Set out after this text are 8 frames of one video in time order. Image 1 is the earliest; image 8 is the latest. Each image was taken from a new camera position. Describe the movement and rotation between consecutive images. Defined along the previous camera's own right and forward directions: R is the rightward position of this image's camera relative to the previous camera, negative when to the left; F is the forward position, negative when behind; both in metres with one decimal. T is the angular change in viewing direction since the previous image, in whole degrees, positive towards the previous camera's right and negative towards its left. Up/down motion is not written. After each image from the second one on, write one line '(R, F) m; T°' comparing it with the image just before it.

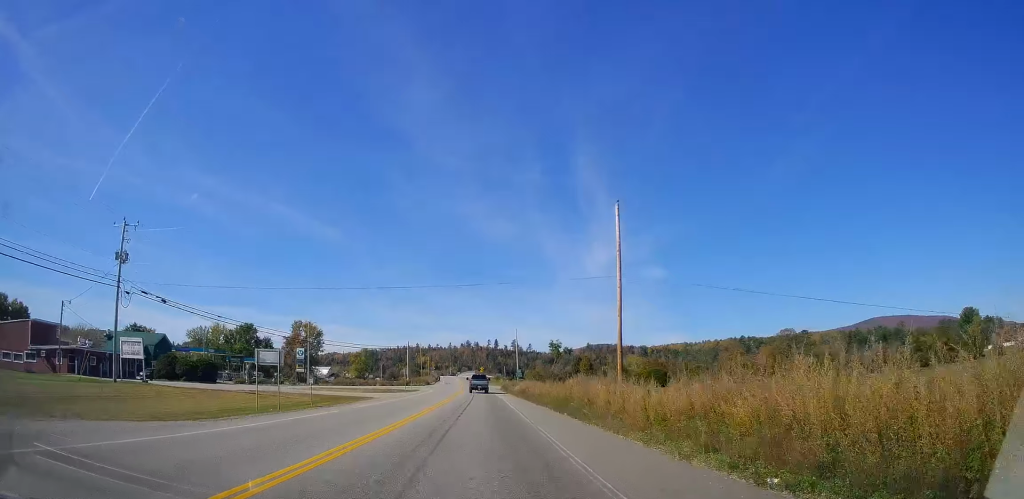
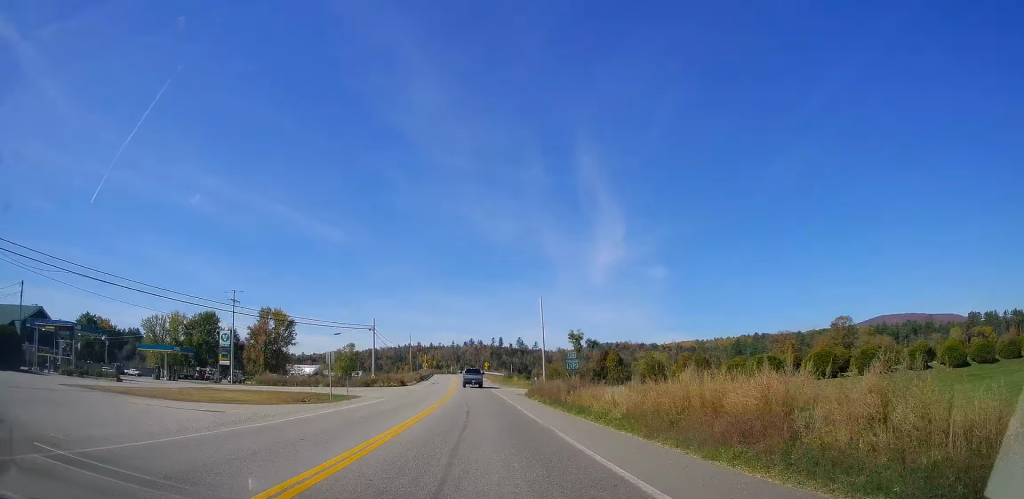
(+0.9, +41.5) m; 0°
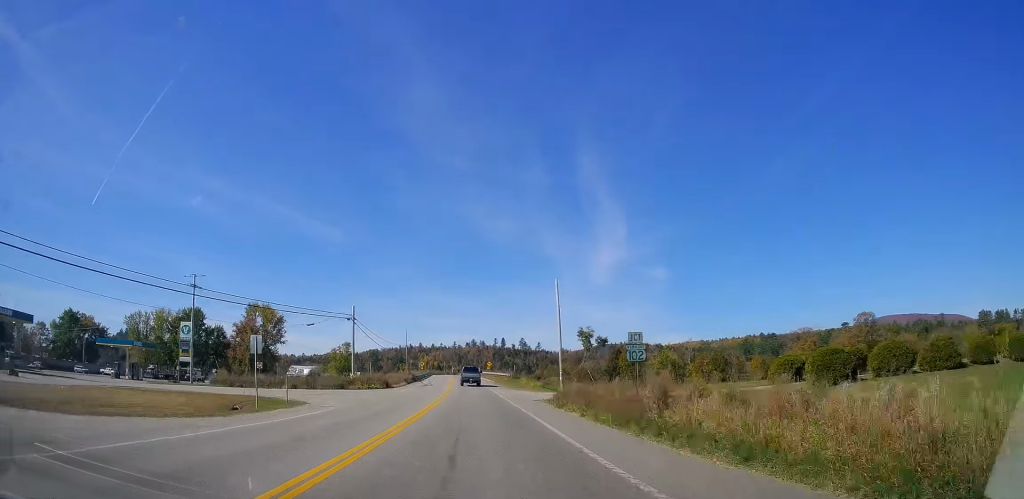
(0.0, +13.6) m; -1°
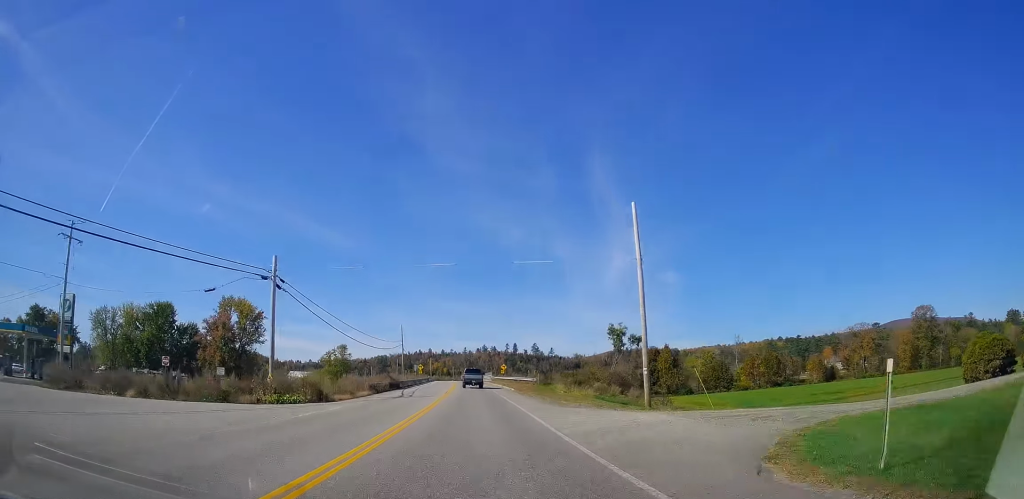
(-0.5, +27.8) m; +1°
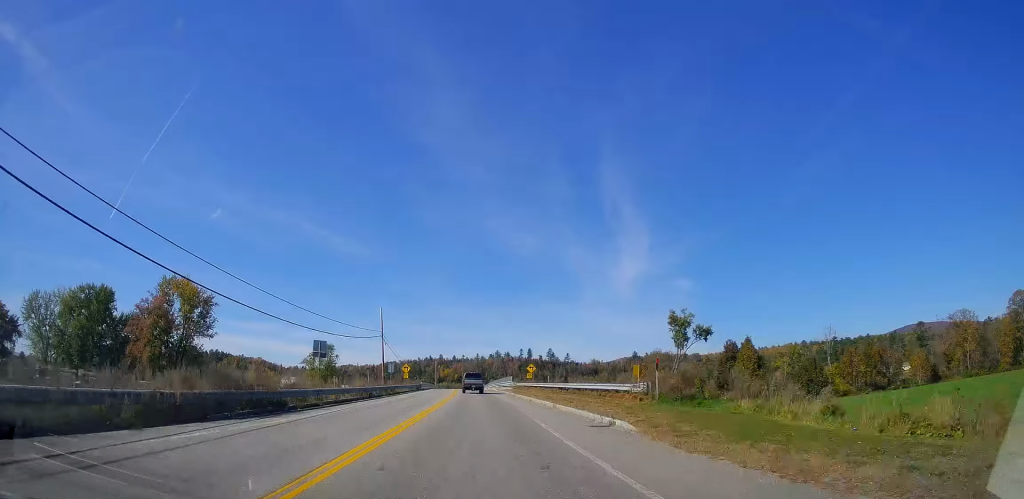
(+1.1, +40.1) m; -1°
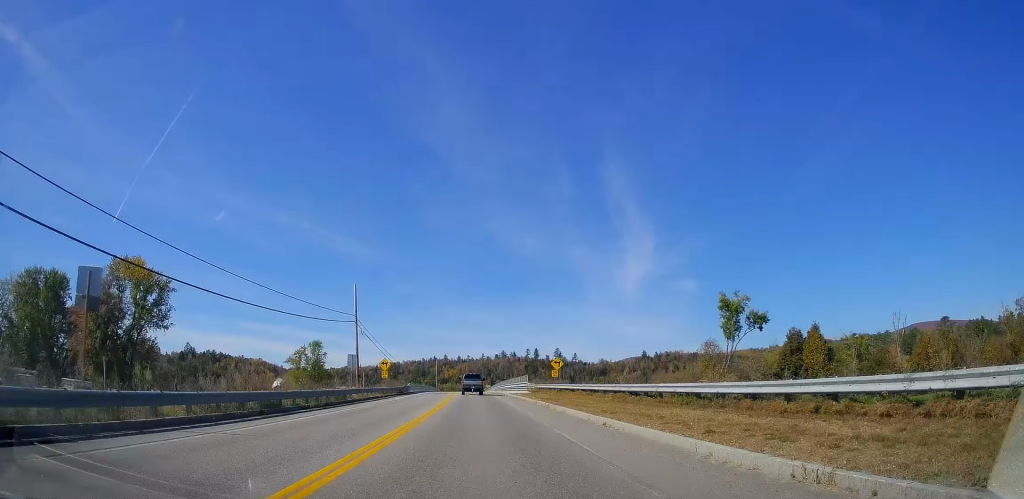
(-1.0, +22.4) m; -1°
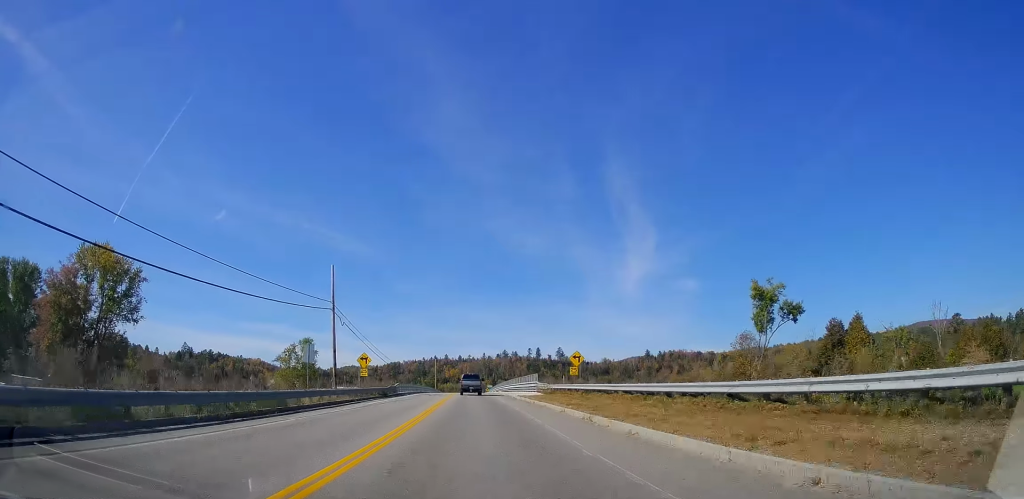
(+0.3, +11.1) m; +1°
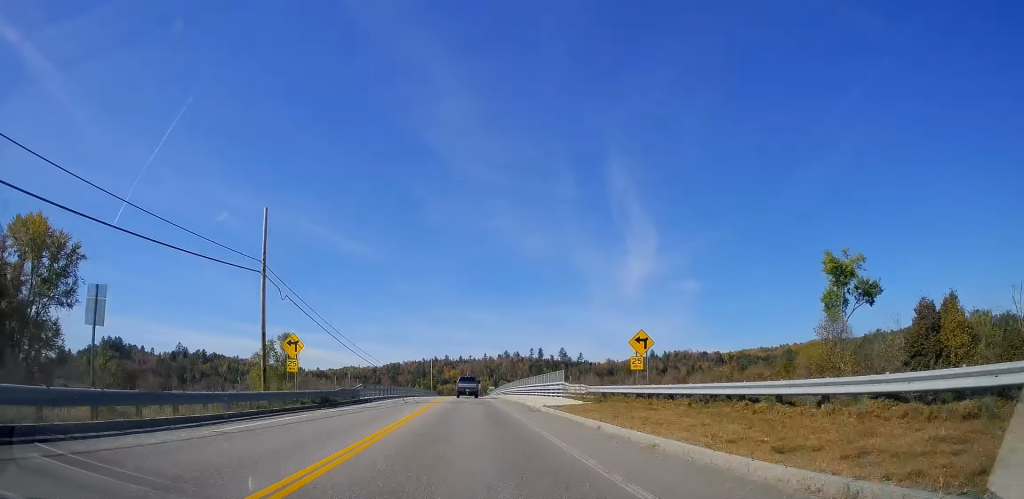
(+0.2, +18.9) m; +1°
